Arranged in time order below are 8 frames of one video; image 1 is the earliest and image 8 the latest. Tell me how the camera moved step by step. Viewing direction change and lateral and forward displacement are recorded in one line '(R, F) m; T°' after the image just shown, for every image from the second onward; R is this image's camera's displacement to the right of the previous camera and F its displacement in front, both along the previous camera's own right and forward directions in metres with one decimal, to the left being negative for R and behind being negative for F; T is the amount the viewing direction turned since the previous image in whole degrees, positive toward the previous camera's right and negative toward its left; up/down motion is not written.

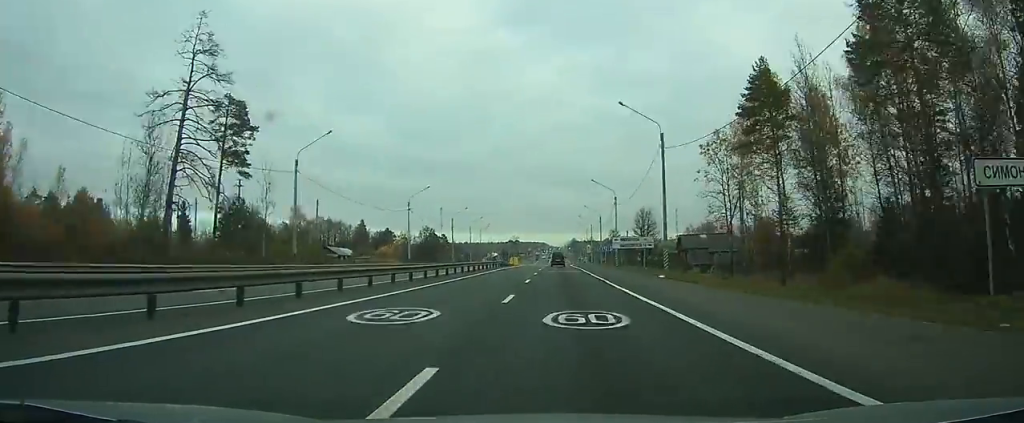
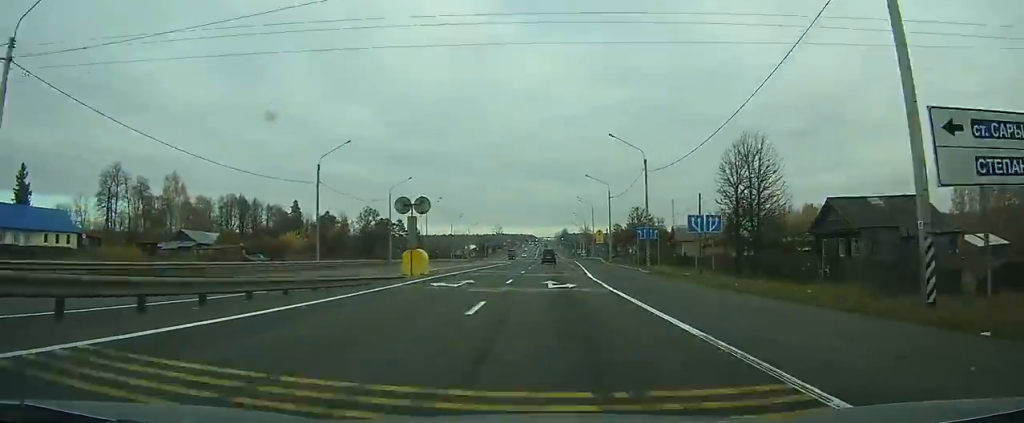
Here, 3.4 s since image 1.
(+0.4, +64.0) m; +1°
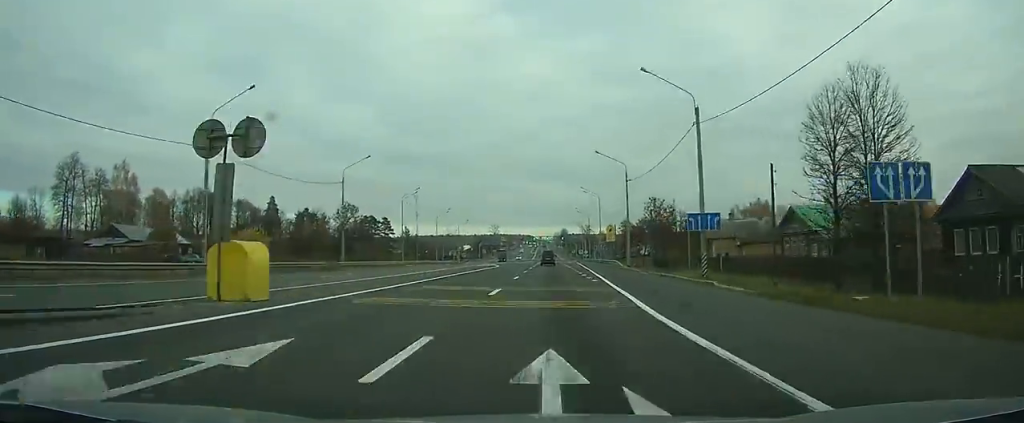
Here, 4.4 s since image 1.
(0.0, +17.4) m; 0°
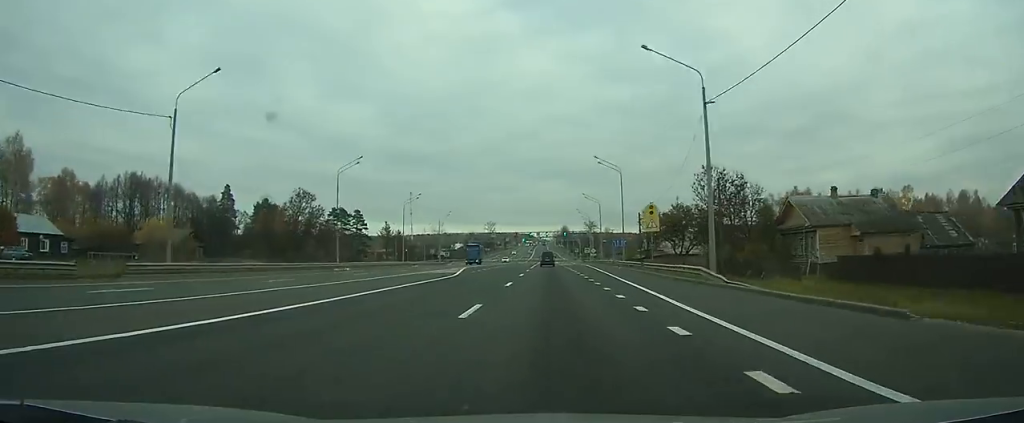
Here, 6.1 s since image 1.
(0.0, +28.8) m; 0°
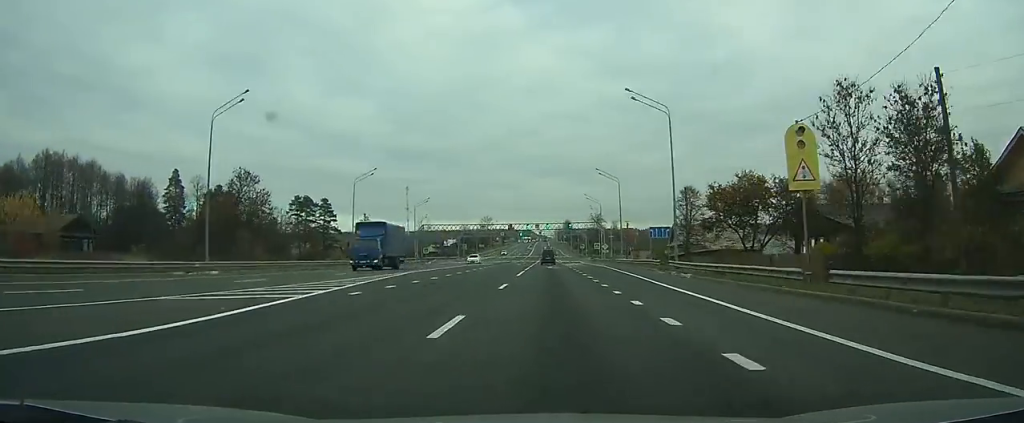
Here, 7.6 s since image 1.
(0.0, +26.9) m; 0°
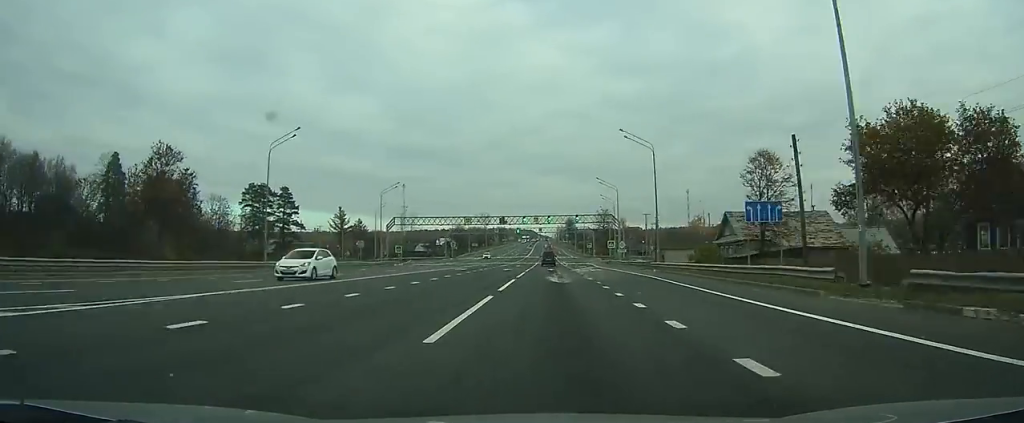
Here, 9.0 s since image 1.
(-0.1, +25.3) m; 0°
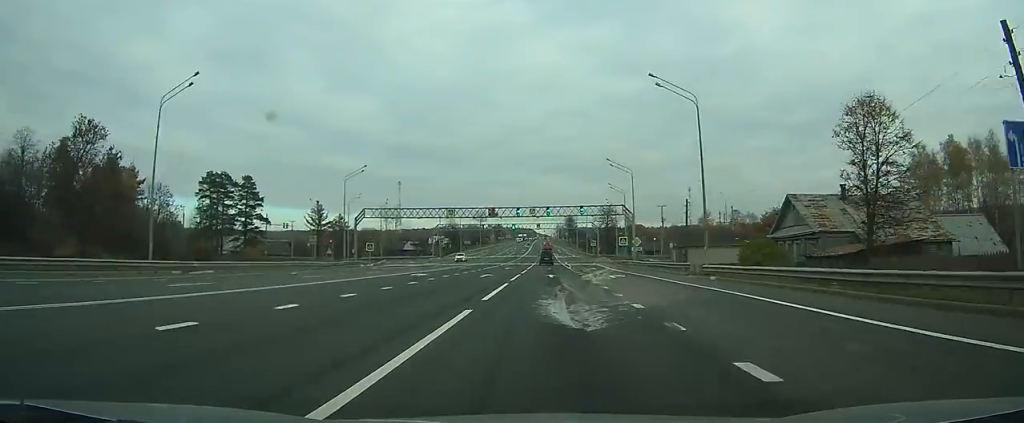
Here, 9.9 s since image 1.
(0.0, +16.6) m; 0°
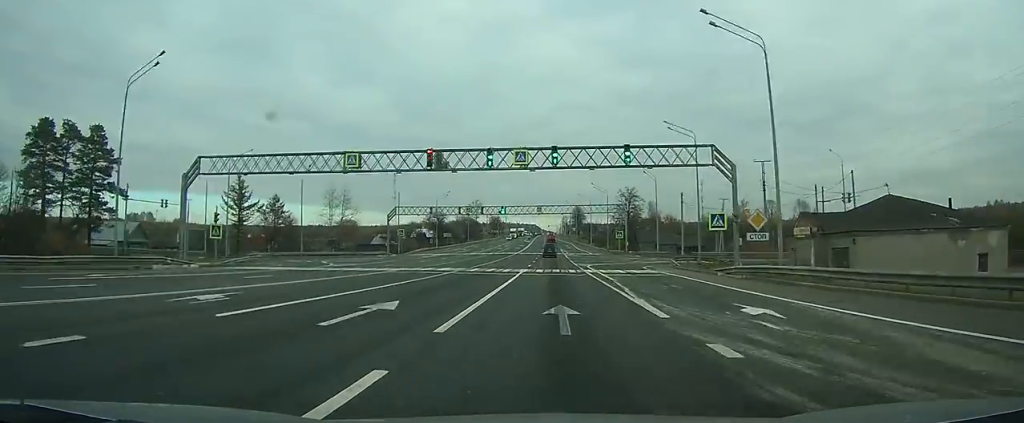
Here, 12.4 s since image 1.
(-0.1, +43.1) m; 0°
